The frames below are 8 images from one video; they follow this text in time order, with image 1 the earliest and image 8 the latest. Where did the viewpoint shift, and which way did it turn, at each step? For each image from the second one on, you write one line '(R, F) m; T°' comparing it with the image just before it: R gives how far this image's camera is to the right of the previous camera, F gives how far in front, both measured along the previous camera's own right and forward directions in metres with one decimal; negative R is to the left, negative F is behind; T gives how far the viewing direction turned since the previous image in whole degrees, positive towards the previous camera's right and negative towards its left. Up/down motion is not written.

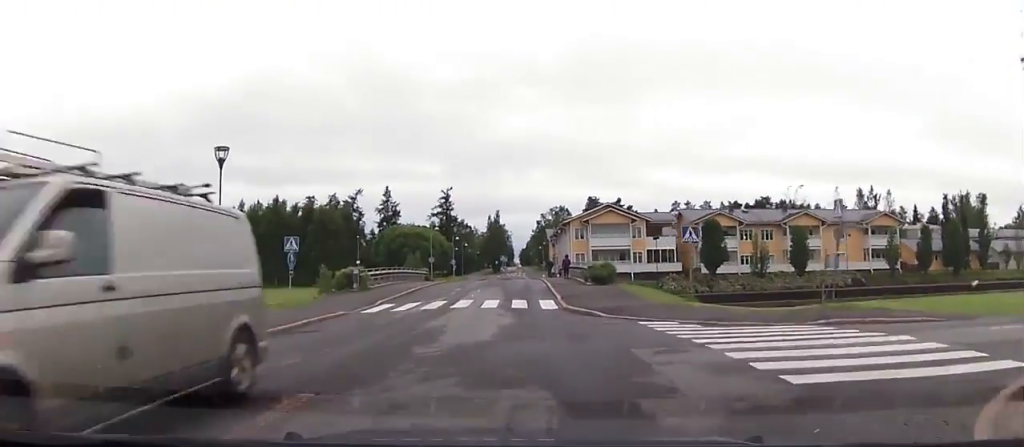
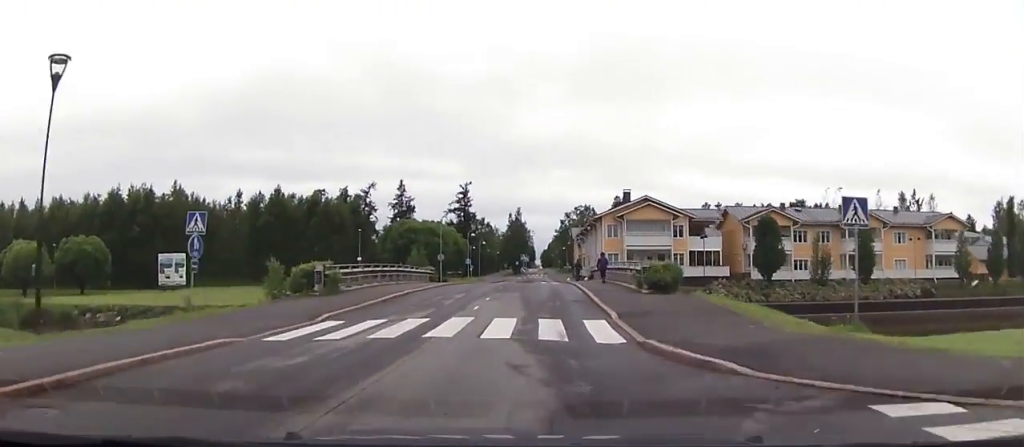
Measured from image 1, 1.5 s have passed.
(-0.2, +12.4) m; -1°
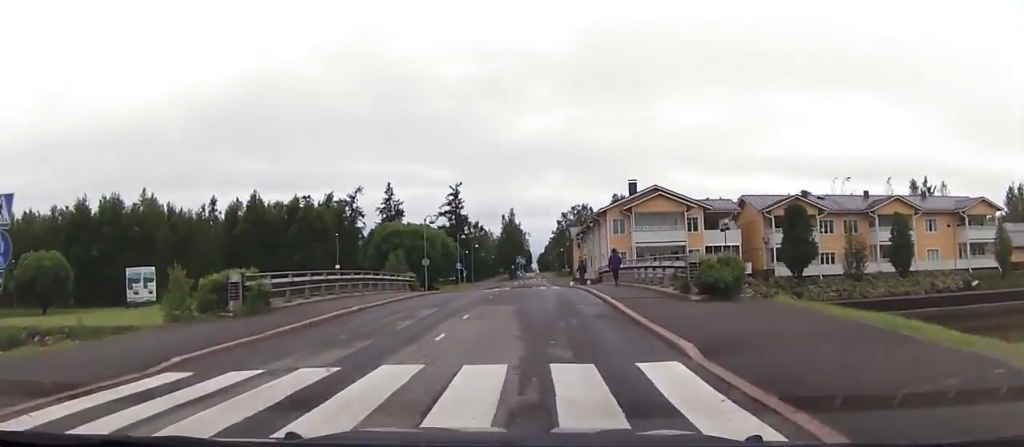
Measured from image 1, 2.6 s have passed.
(0.0, +9.1) m; 0°
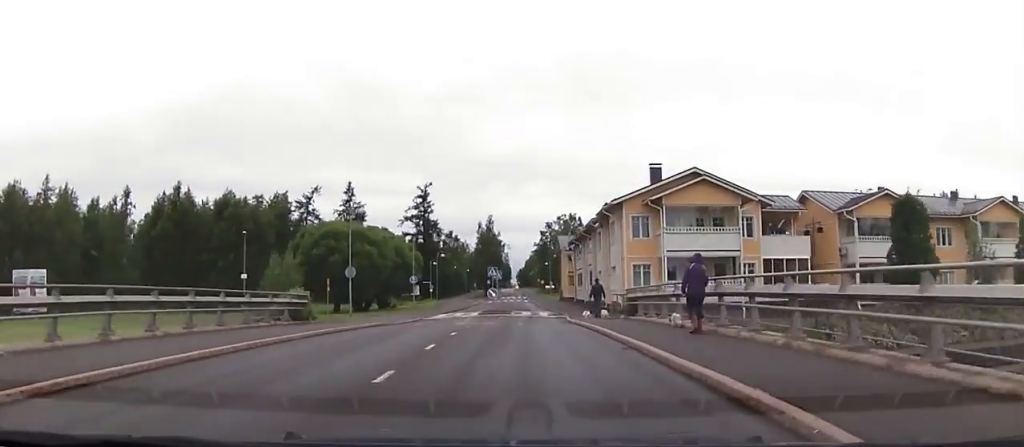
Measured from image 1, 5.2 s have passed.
(0.0, +21.8) m; 0°
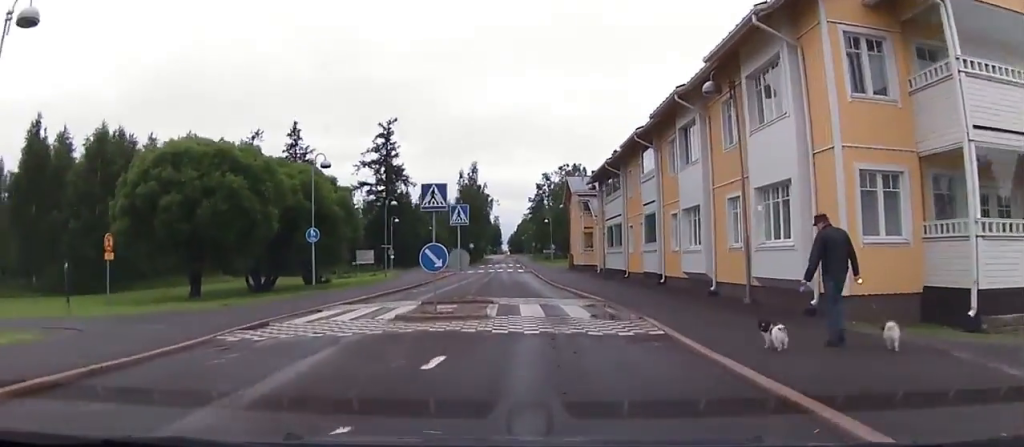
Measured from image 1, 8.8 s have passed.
(-0.2, +29.1) m; 0°
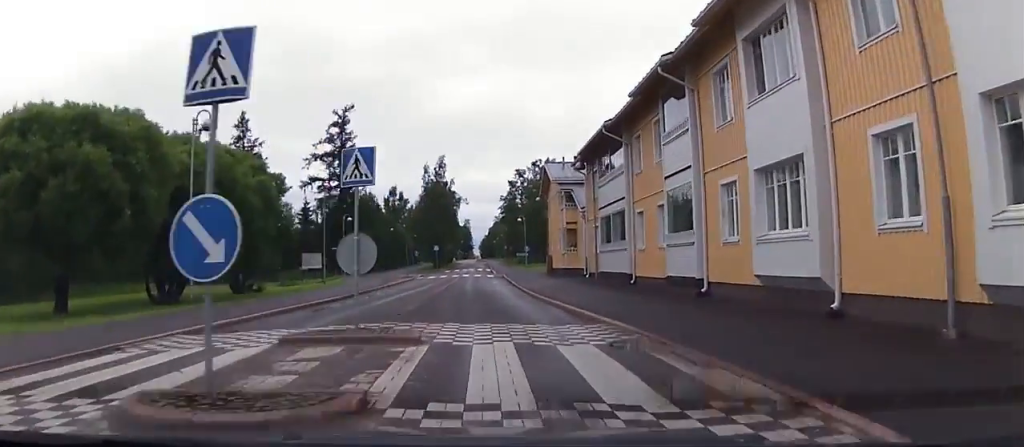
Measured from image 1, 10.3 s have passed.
(+0.1, +10.7) m; 0°
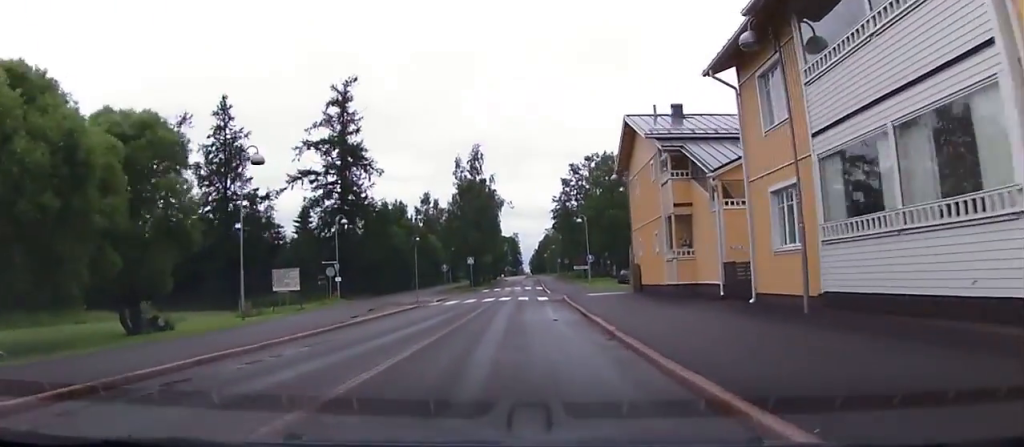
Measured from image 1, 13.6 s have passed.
(-0.5, +21.9) m; -3°
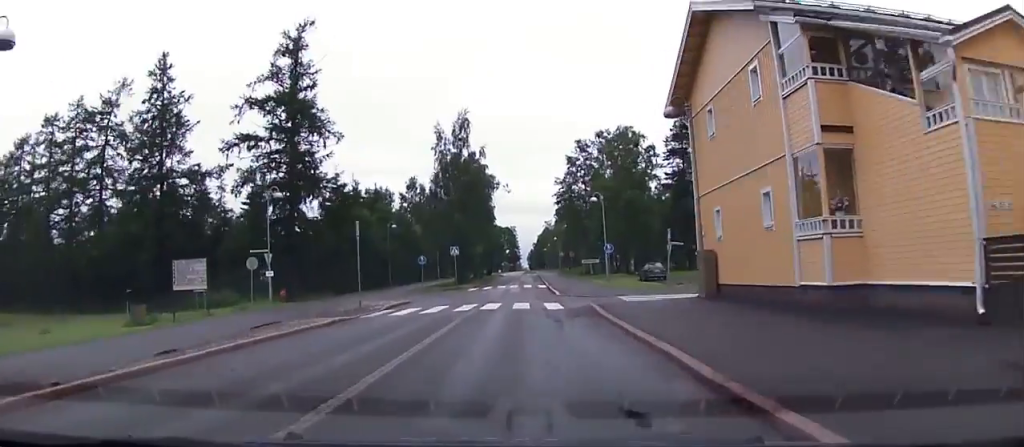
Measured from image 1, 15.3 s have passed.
(-0.2, +11.6) m; +1°
